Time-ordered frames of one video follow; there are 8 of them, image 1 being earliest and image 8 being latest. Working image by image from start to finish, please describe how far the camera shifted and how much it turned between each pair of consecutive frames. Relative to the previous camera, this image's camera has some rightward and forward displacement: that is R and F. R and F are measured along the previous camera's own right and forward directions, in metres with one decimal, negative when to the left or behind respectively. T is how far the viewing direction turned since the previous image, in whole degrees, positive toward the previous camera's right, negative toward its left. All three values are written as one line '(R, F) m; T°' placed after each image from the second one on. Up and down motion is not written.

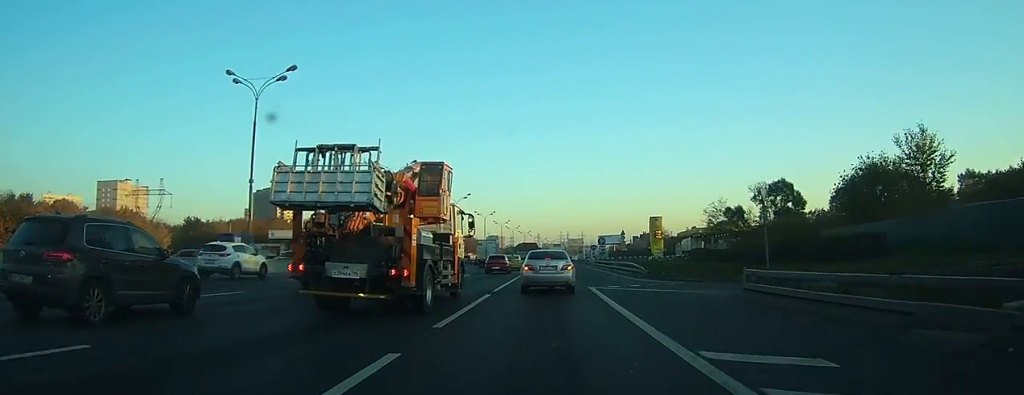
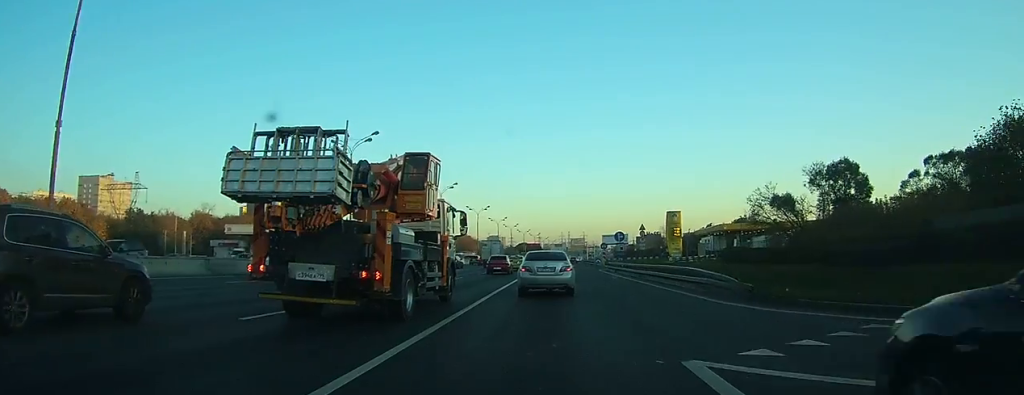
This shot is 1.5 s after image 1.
(0.0, +16.1) m; 0°
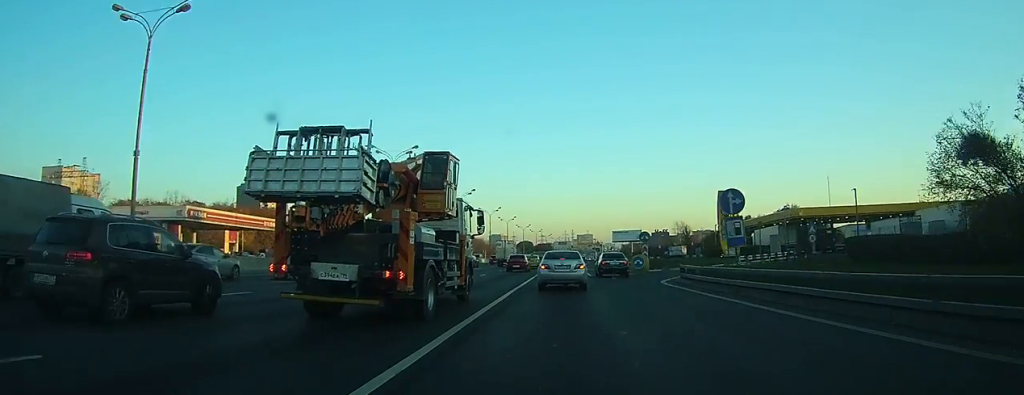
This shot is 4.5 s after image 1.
(-0.3, +32.3) m; -1°
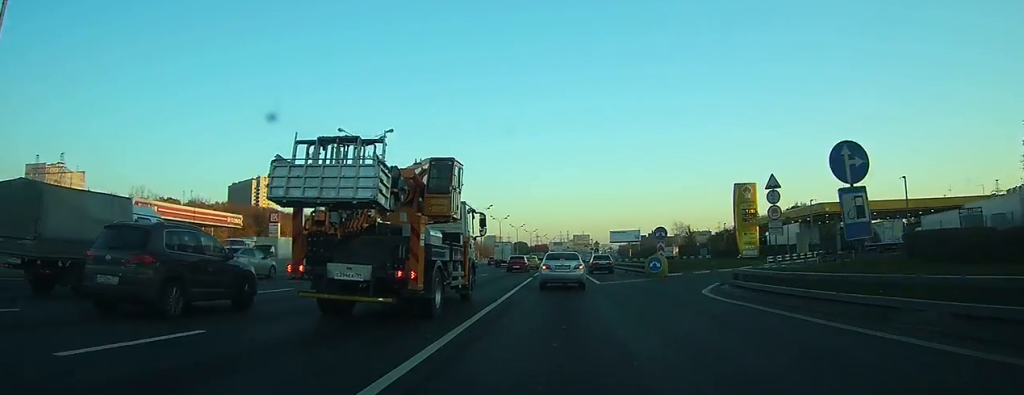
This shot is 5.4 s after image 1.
(+0.1, +10.3) m; 0°
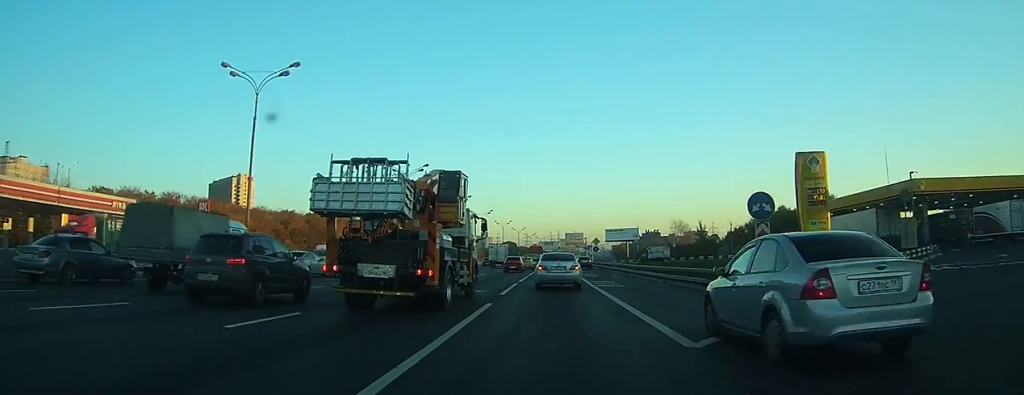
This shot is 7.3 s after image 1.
(+0.1, +22.6) m; +1°
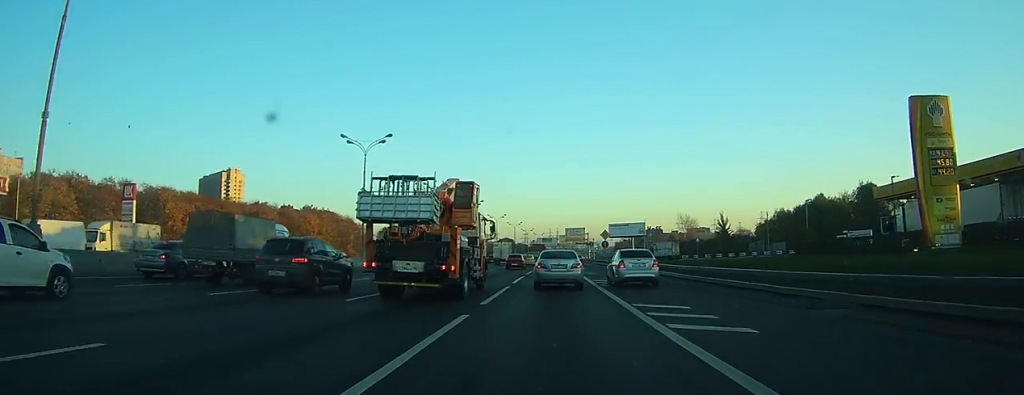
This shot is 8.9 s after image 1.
(+0.1, +18.1) m; +1°
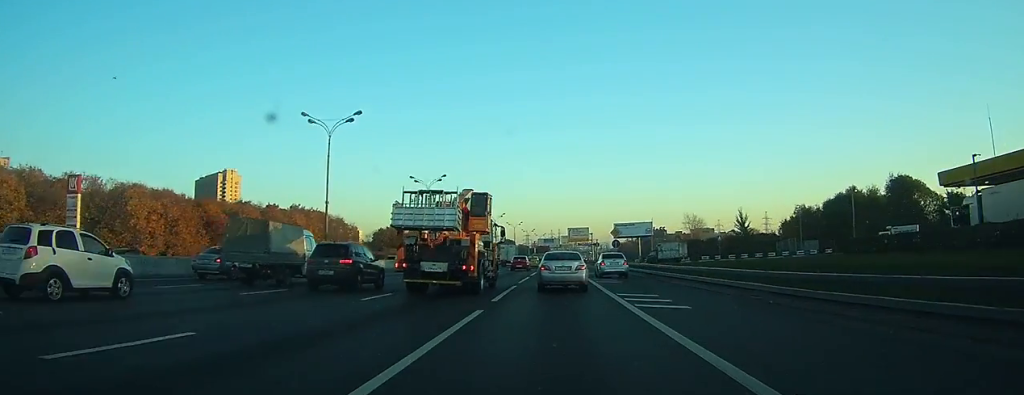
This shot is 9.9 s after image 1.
(+0.1, +10.7) m; 0°
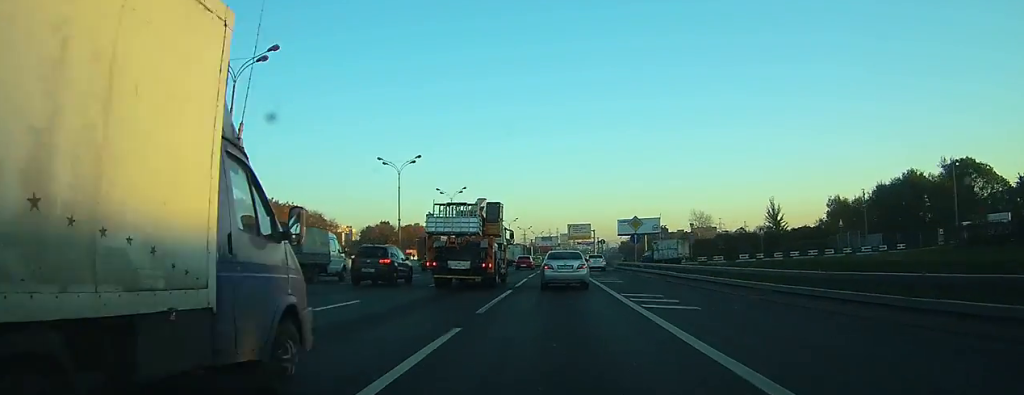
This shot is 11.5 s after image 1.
(0.0, +15.6) m; 0°
